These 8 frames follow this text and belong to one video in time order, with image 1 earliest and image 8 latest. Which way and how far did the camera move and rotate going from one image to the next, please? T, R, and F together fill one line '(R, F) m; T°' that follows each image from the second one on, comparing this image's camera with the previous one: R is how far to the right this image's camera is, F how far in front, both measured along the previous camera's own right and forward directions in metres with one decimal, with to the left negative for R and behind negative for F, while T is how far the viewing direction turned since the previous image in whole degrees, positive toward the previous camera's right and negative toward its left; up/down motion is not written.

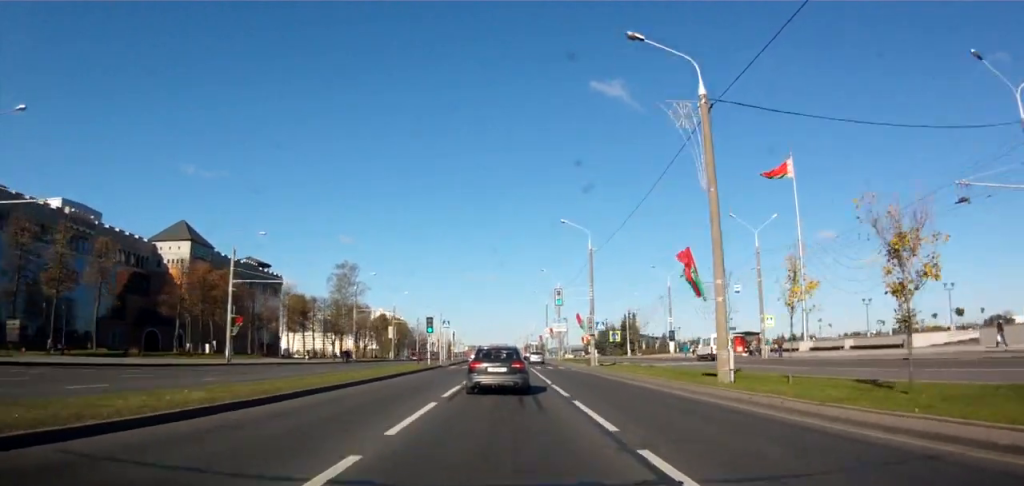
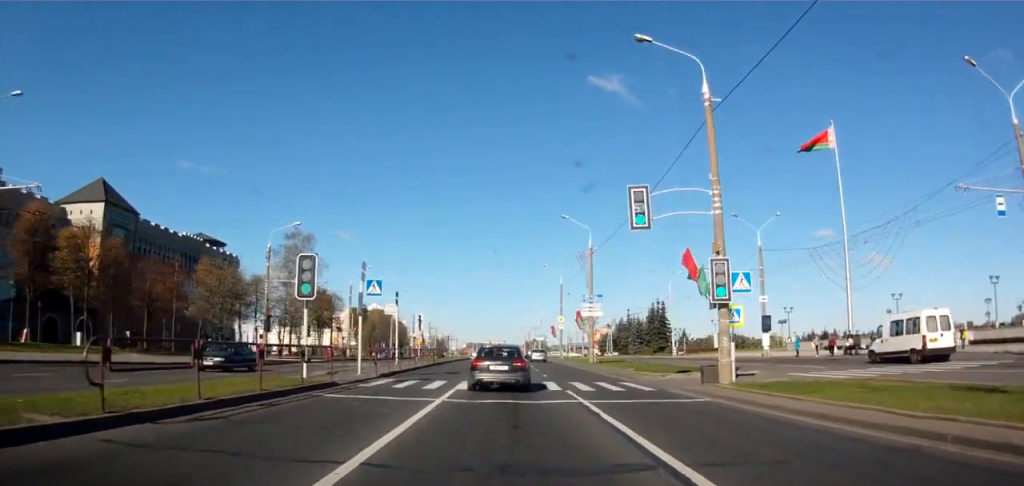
(-0.1, +31.6) m; 0°
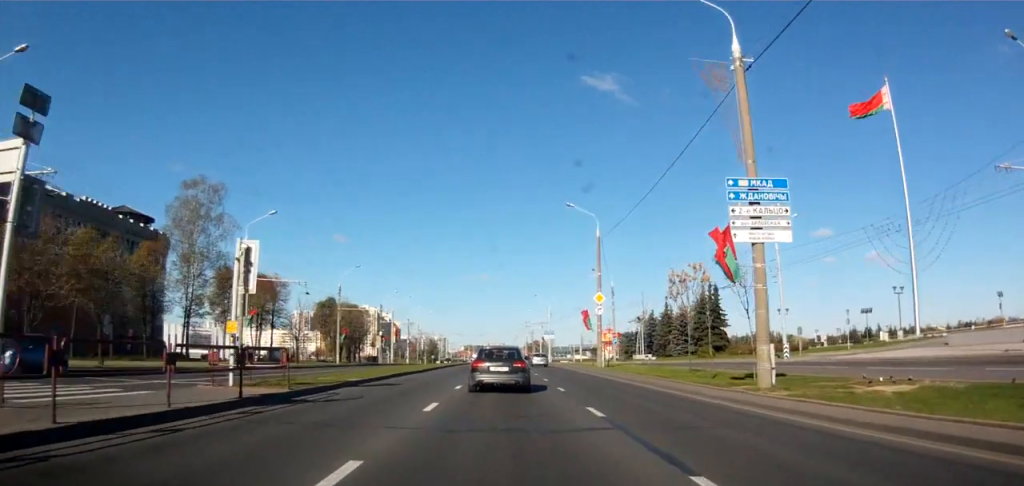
(+0.5, +34.4) m; 0°
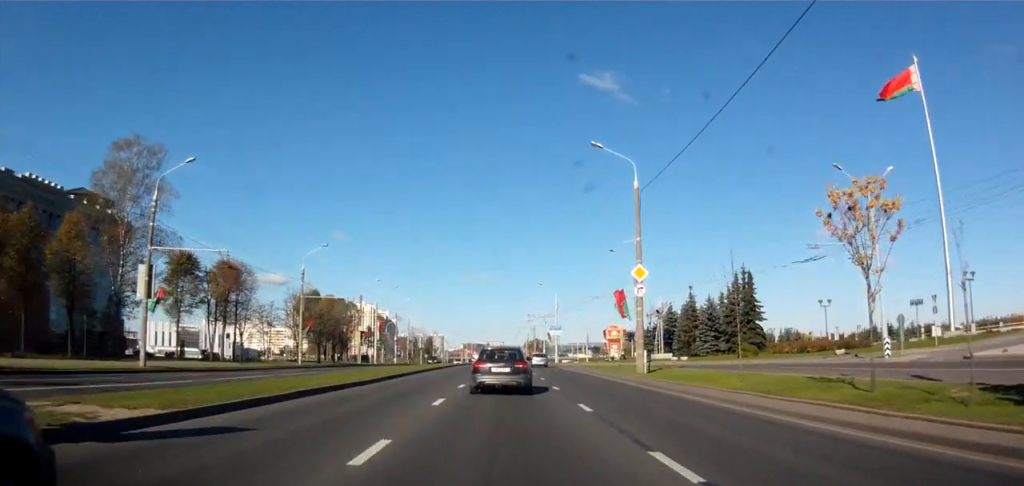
(-0.3, +14.0) m; 0°
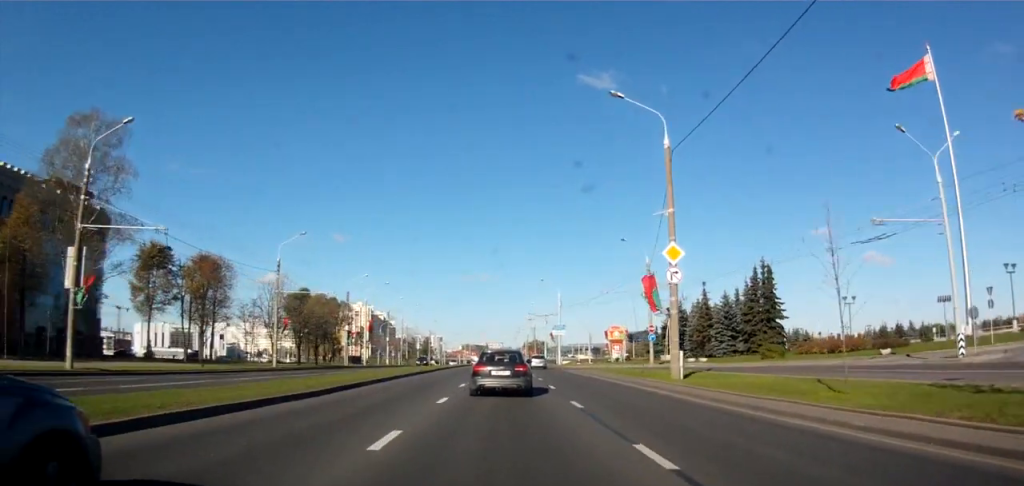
(-0.3, +6.7) m; 0°
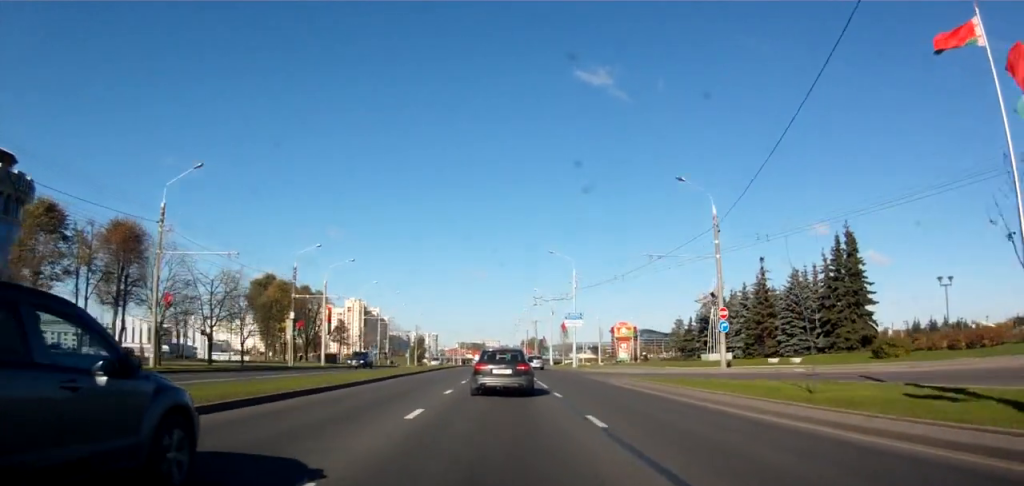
(+0.7, +20.0) m; +1°
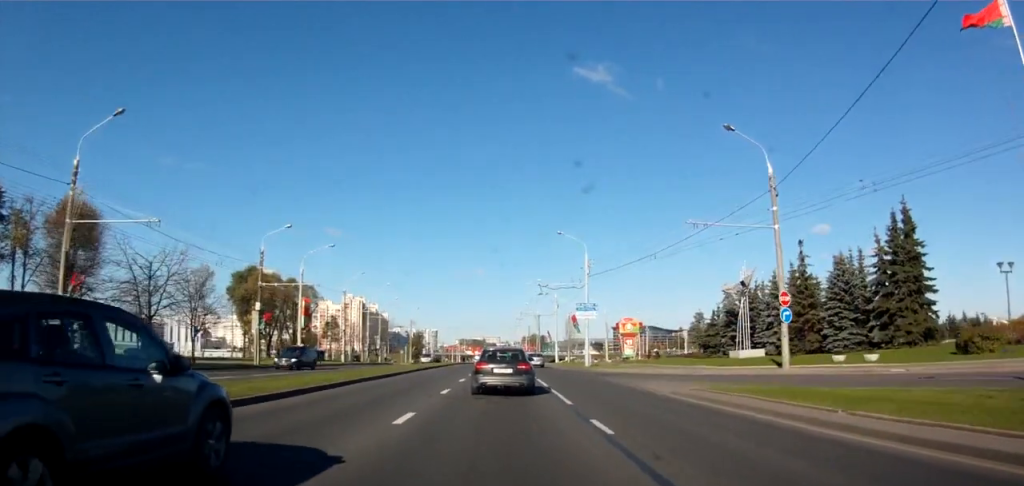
(-0.1, +8.6) m; 0°
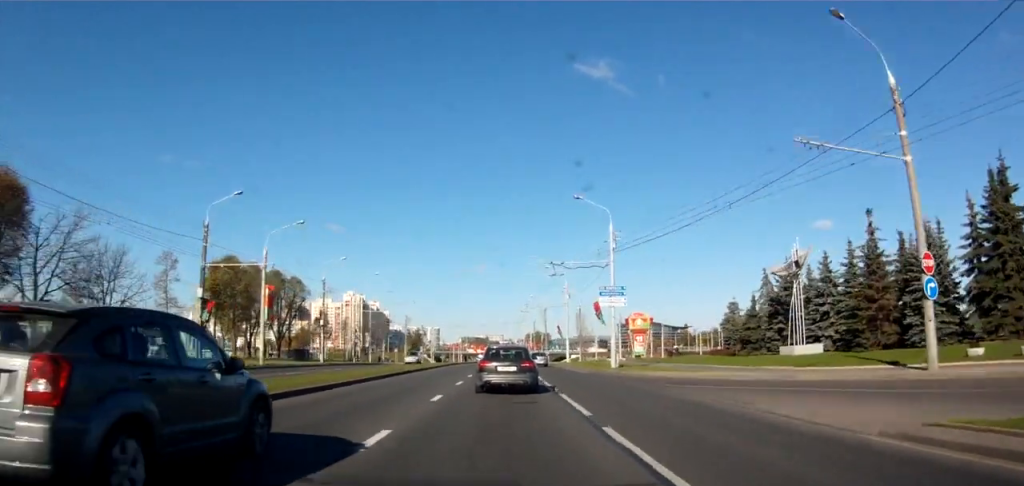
(0.0, +11.2) m; 0°
